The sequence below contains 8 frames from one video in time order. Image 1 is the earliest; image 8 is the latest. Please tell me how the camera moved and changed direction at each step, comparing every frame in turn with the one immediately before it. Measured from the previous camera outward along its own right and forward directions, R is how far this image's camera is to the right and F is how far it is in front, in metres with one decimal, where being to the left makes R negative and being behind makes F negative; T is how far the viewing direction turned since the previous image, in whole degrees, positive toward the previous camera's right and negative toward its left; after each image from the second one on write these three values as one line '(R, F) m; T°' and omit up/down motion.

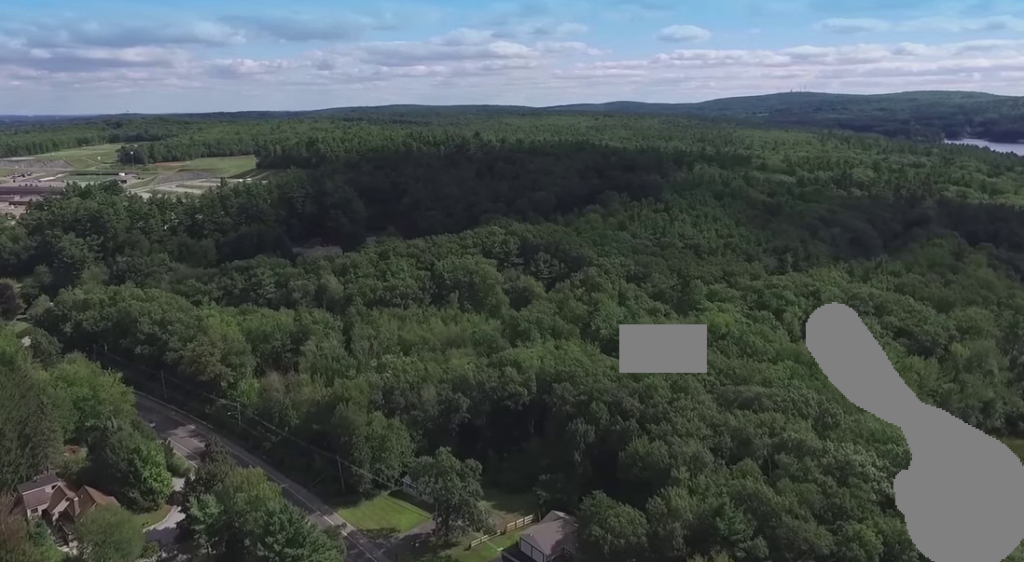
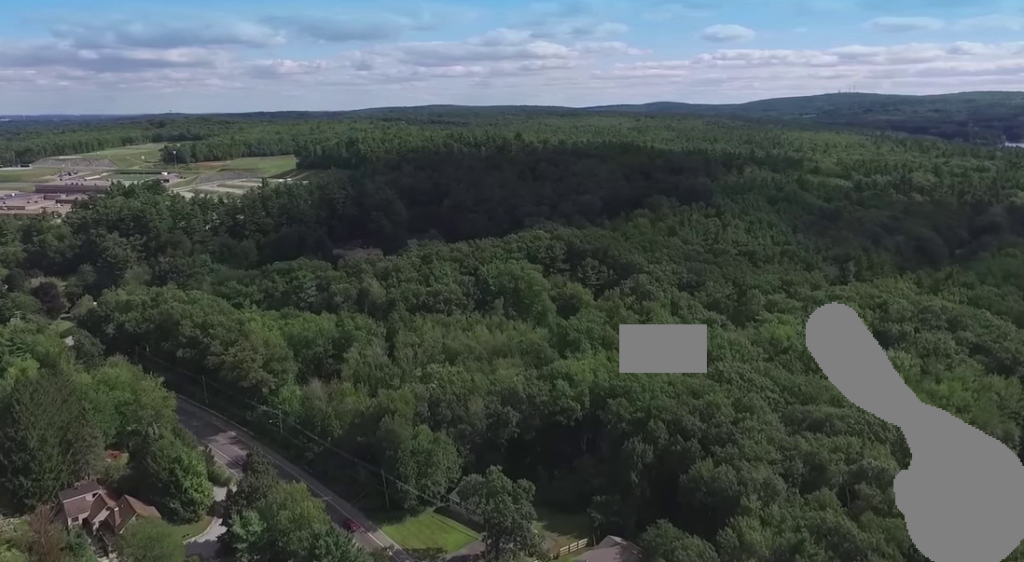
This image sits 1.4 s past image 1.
(0.0, +7.1) m; 0°
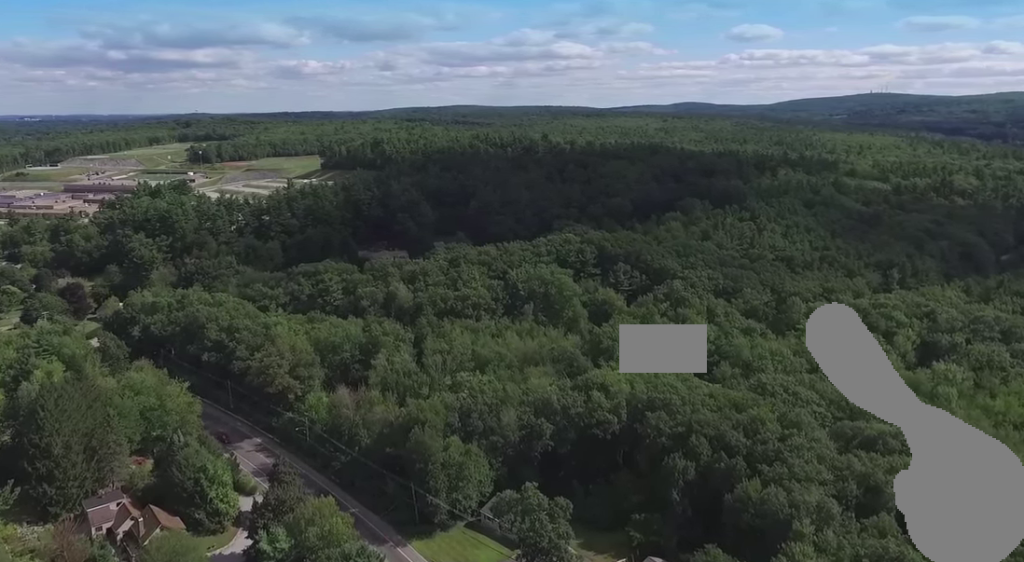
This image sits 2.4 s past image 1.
(0.0, +5.2) m; 0°
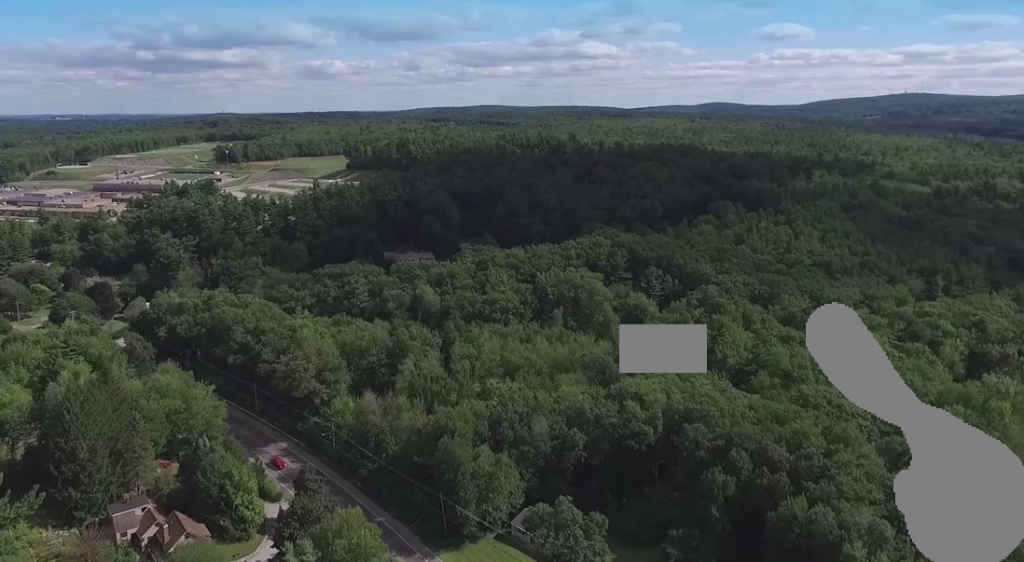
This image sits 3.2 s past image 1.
(0.0, +3.8) m; -1°
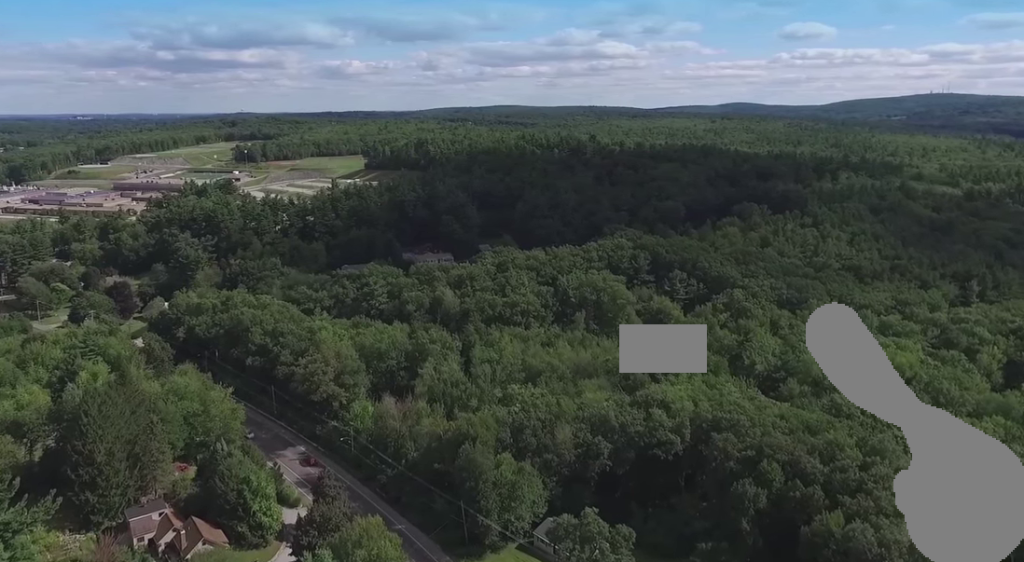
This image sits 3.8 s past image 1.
(0.0, +3.2) m; -1°
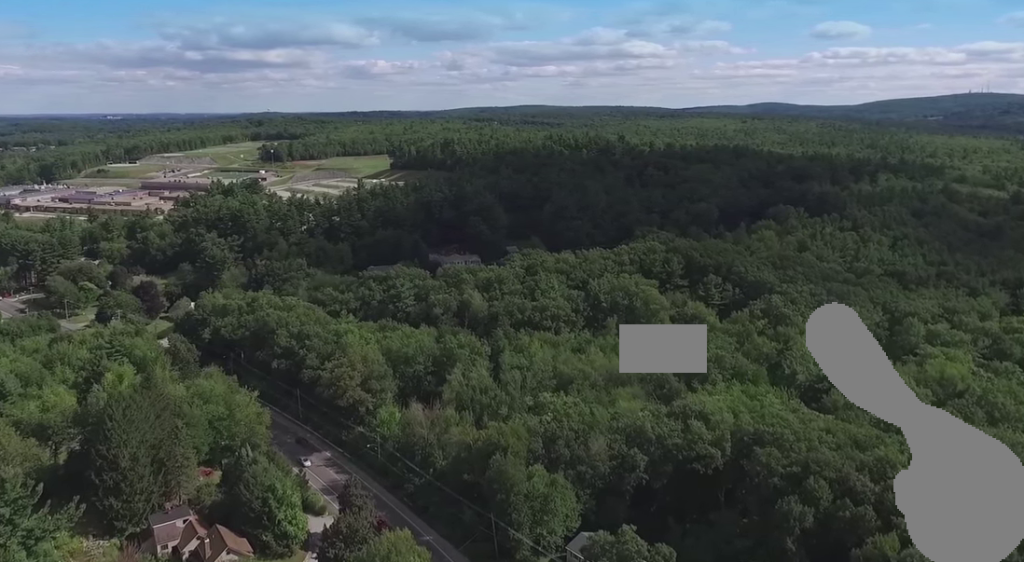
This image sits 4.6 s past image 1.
(-0.1, +5.0) m; -2°
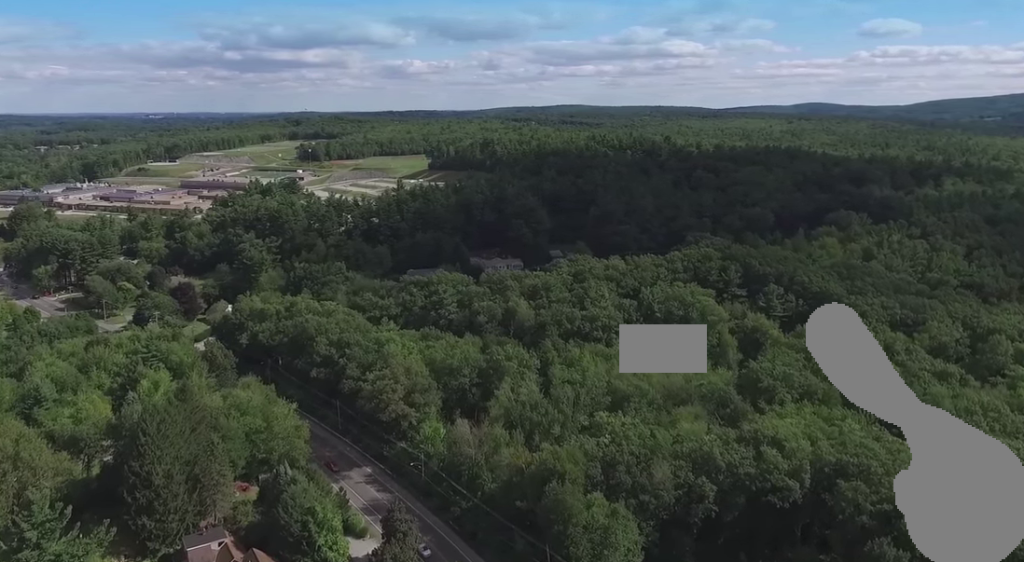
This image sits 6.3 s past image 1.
(-0.4, +10.2) m; -3°
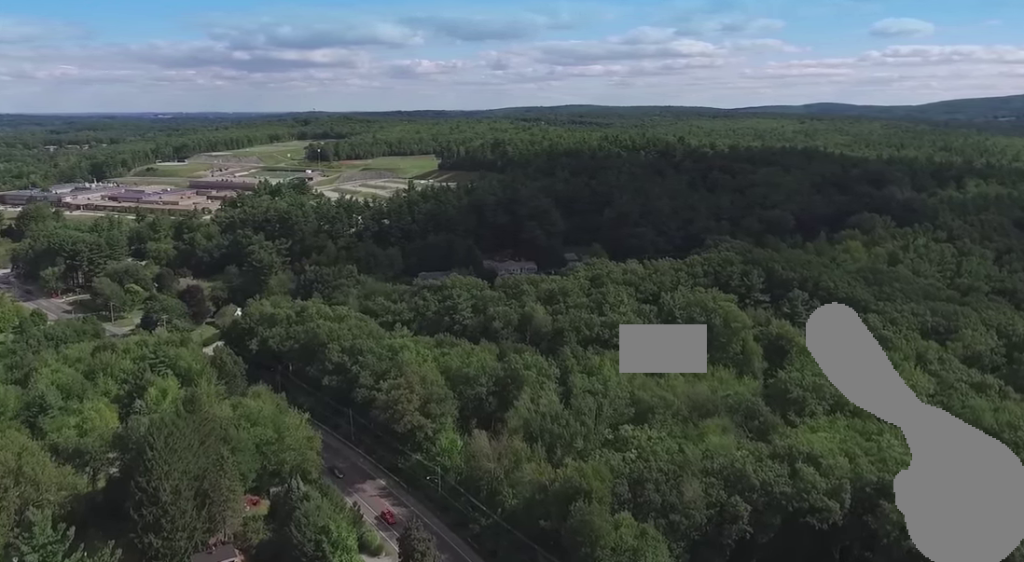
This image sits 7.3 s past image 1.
(0.0, +6.2) m; 0°
